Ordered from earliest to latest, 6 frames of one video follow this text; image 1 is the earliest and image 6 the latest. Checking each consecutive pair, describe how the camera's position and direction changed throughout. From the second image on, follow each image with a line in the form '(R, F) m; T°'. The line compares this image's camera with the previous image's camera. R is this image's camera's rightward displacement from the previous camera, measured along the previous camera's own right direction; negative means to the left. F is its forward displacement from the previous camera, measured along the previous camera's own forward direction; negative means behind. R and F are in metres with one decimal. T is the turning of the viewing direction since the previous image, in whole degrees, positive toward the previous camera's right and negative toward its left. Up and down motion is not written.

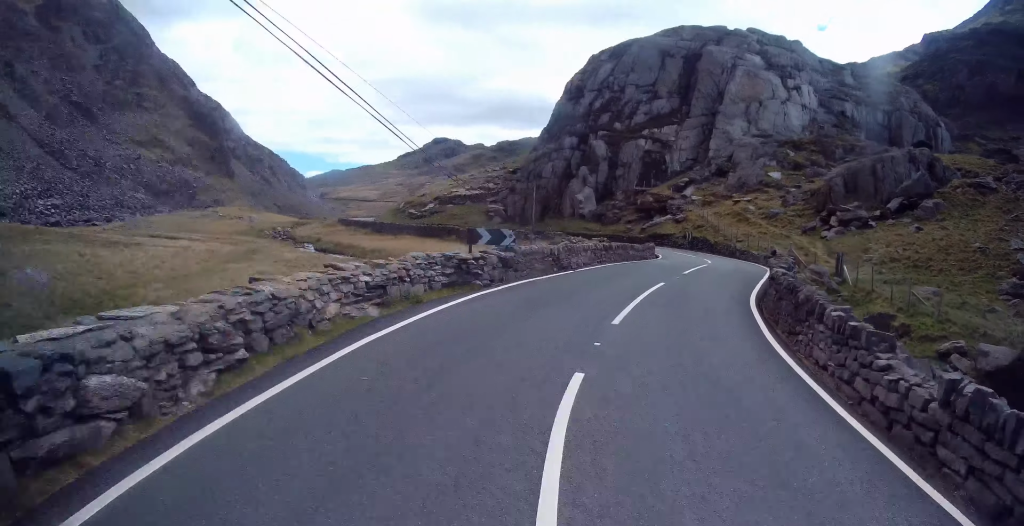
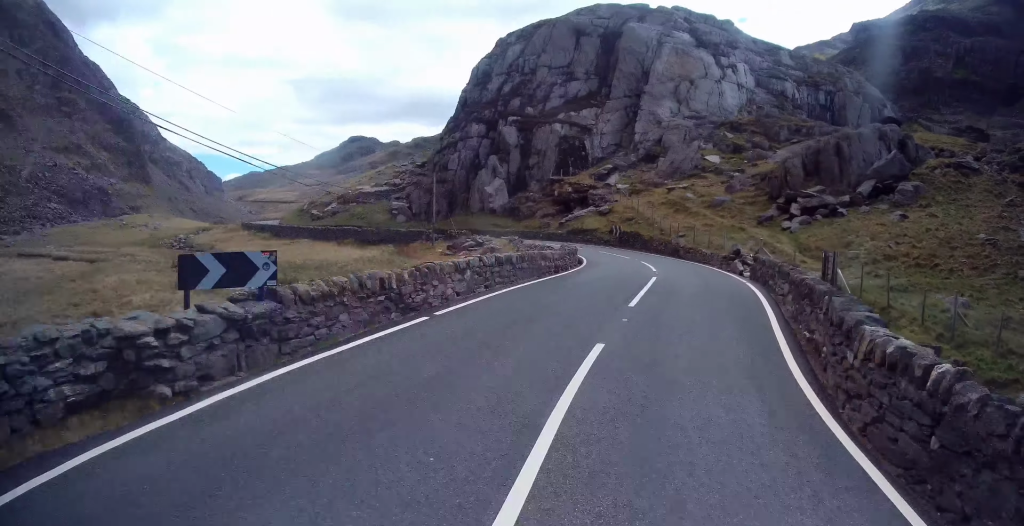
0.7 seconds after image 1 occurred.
(+0.4, +7.2) m; +5°
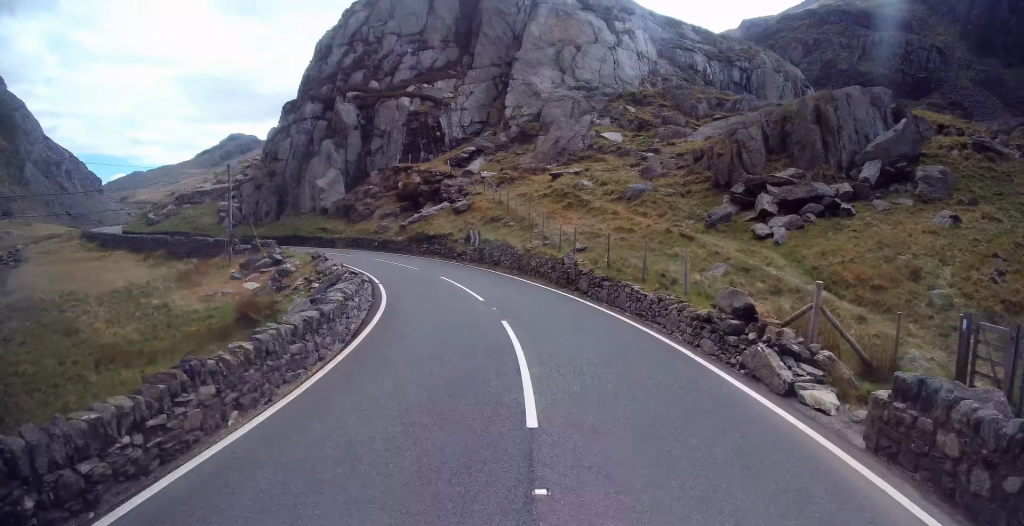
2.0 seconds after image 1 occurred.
(+1.3, +13.8) m; +11°
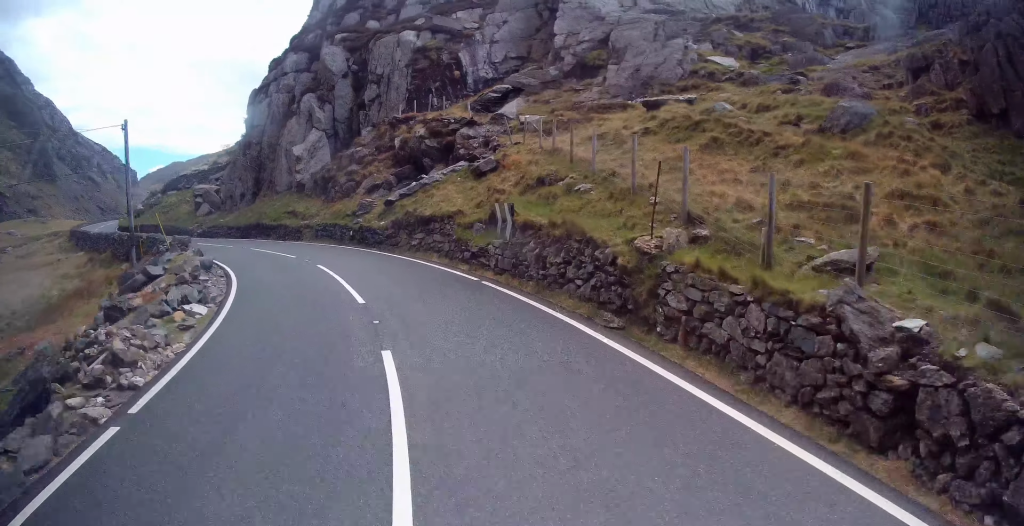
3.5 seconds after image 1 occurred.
(+0.7, +14.7) m; -4°
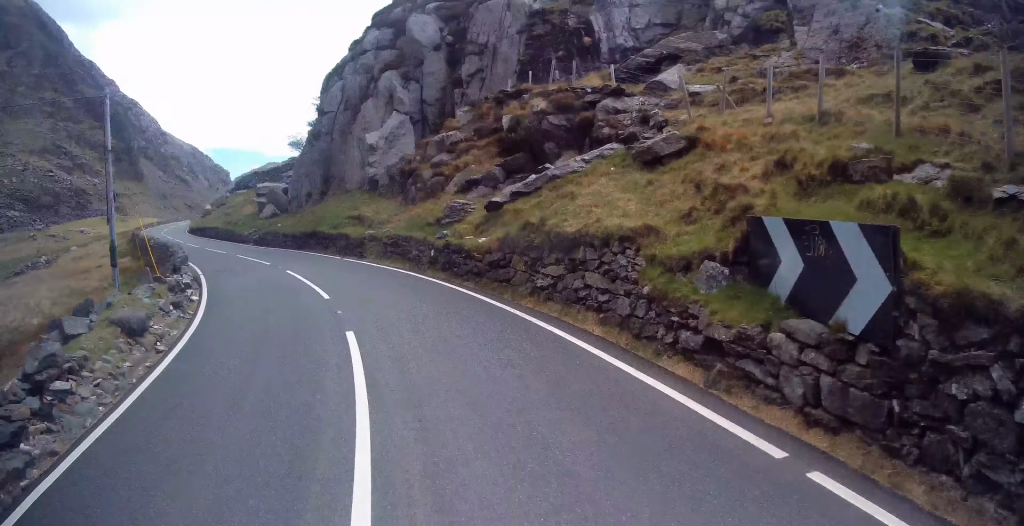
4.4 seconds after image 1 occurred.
(-0.8, +8.3) m; -9°
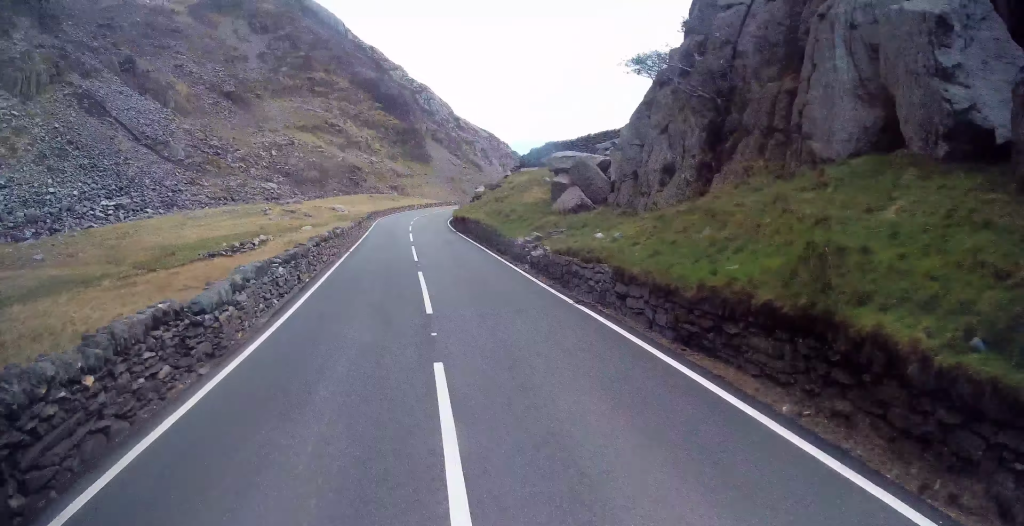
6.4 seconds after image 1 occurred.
(-6.0, +18.1) m; -34°
